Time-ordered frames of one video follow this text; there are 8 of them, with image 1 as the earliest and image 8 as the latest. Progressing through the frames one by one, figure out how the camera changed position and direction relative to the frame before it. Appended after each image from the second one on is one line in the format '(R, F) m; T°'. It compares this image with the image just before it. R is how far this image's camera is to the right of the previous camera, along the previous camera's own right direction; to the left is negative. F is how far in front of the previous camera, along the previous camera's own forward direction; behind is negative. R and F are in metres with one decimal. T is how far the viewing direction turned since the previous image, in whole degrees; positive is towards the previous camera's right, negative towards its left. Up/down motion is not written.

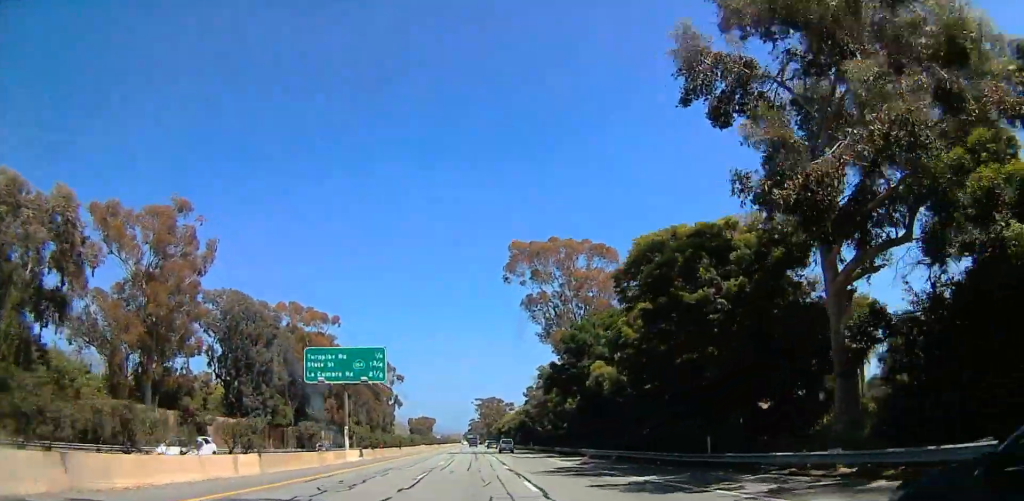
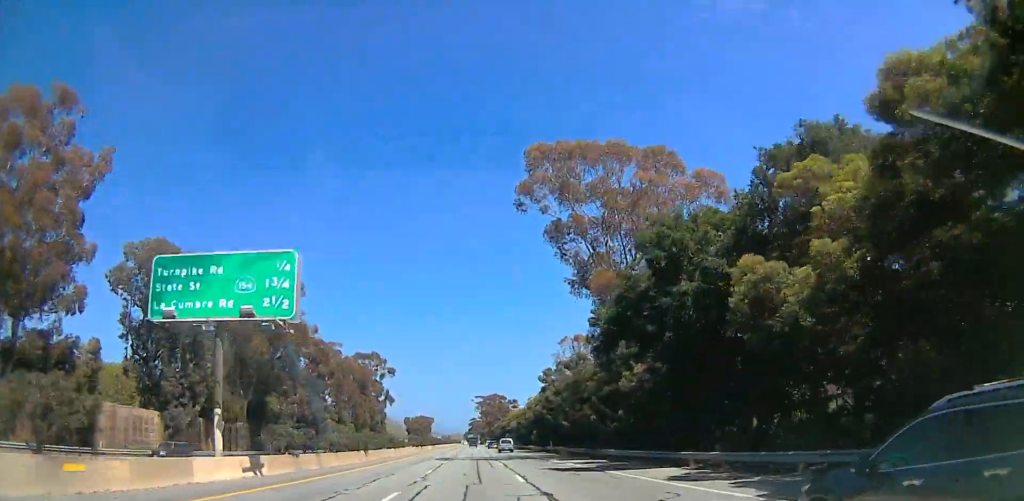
(-0.2, +26.2) m; -1°
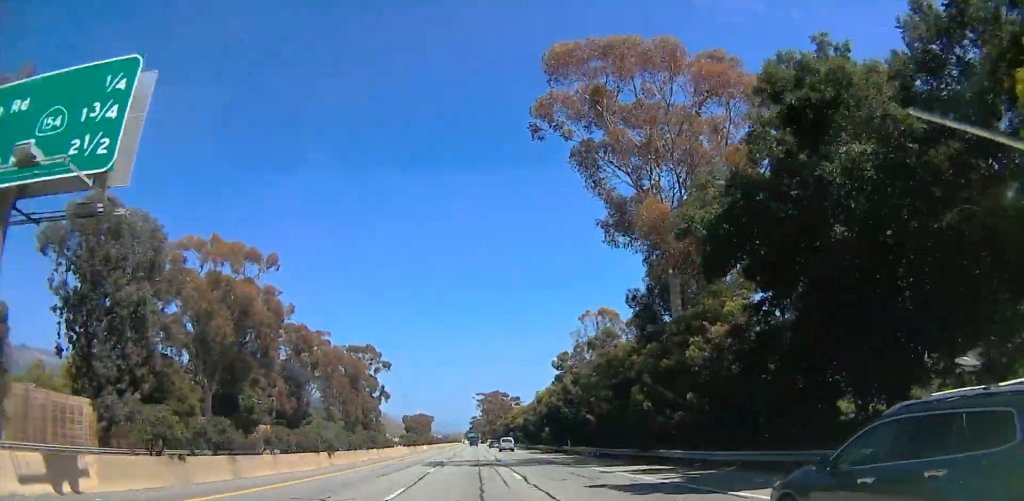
(-0.2, +13.7) m; -1°
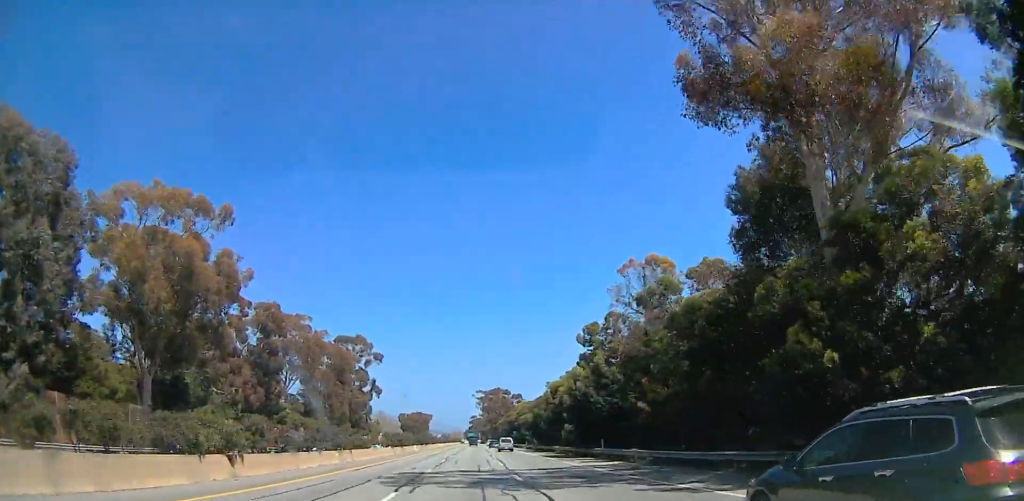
(-0.1, +16.4) m; 0°
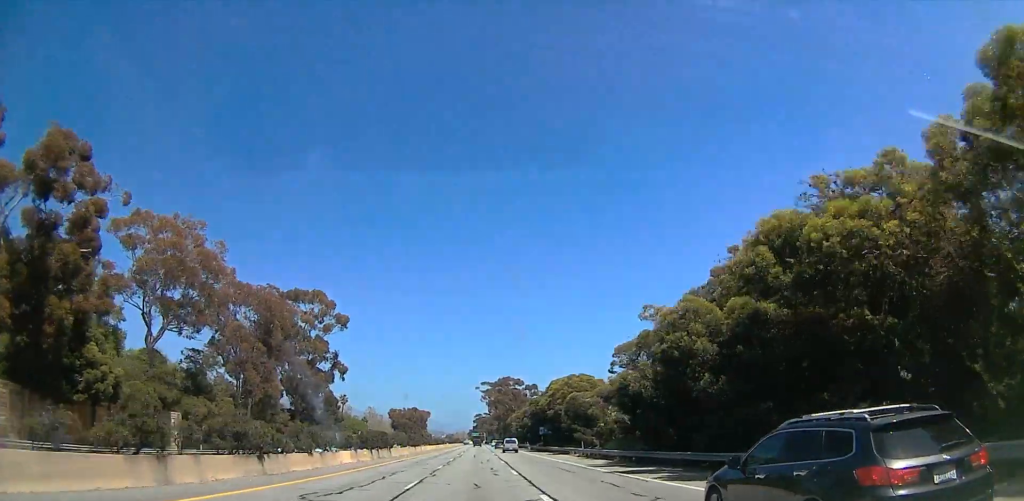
(+1.4, +53.0) m; +2°
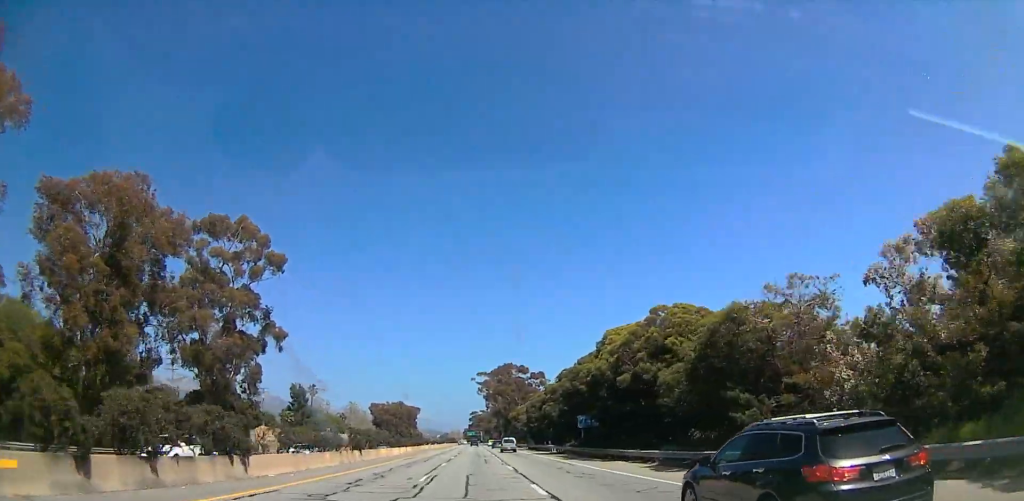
(-0.7, +39.9) m; -2°
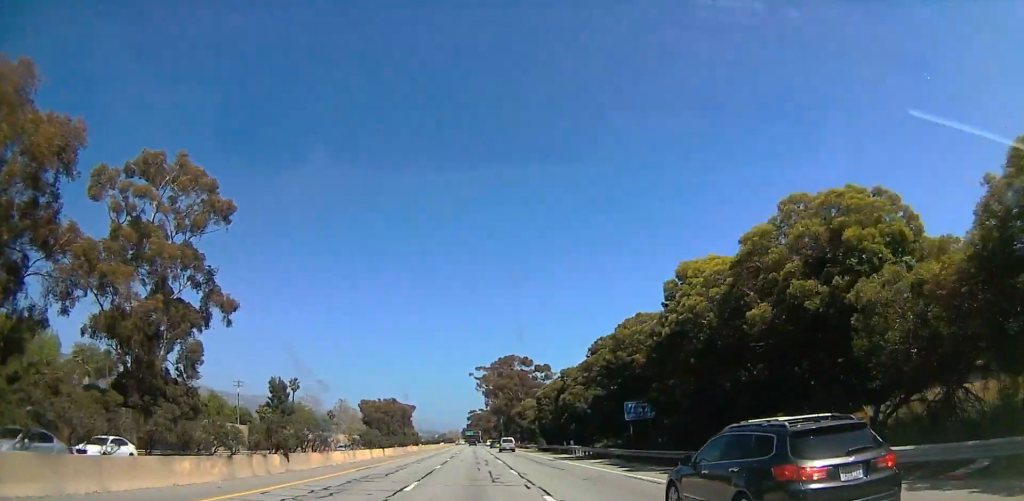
(-0.2, +19.1) m; 0°
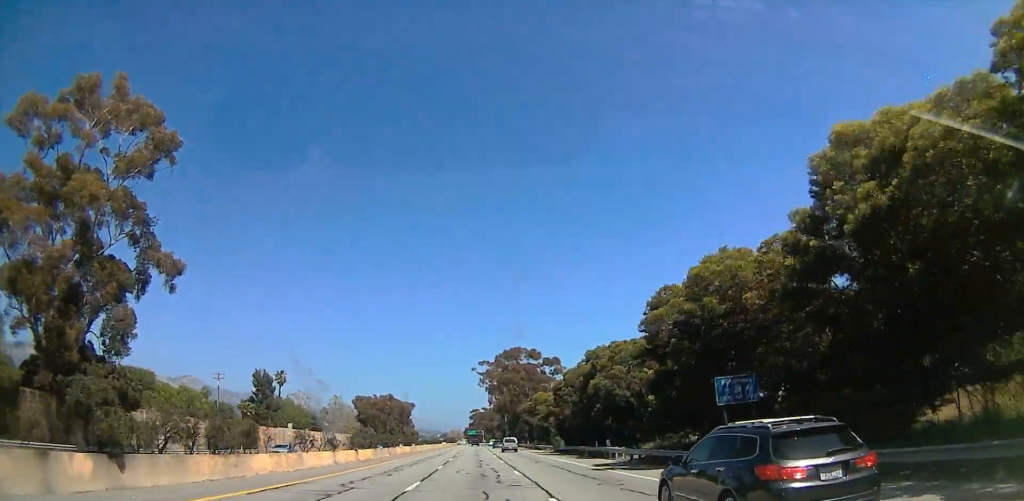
(-0.1, +15.4) m; +1°
